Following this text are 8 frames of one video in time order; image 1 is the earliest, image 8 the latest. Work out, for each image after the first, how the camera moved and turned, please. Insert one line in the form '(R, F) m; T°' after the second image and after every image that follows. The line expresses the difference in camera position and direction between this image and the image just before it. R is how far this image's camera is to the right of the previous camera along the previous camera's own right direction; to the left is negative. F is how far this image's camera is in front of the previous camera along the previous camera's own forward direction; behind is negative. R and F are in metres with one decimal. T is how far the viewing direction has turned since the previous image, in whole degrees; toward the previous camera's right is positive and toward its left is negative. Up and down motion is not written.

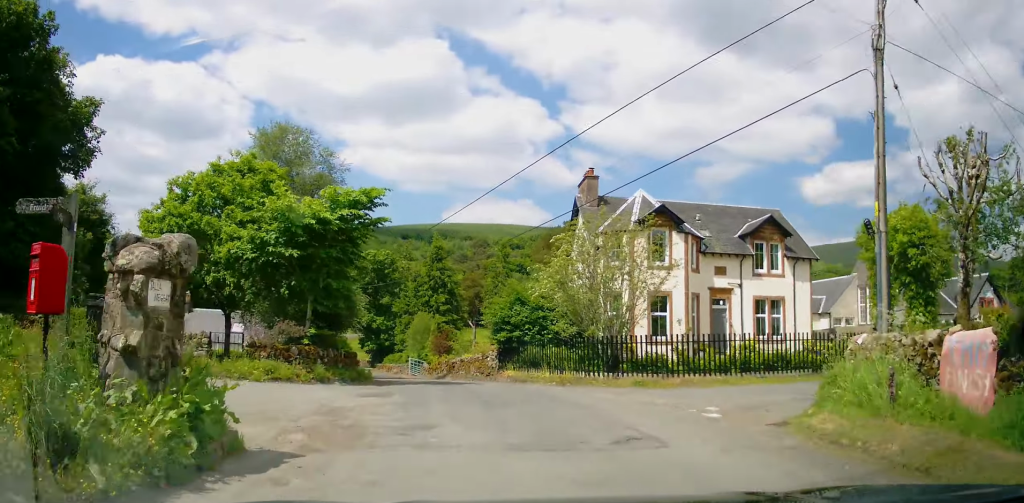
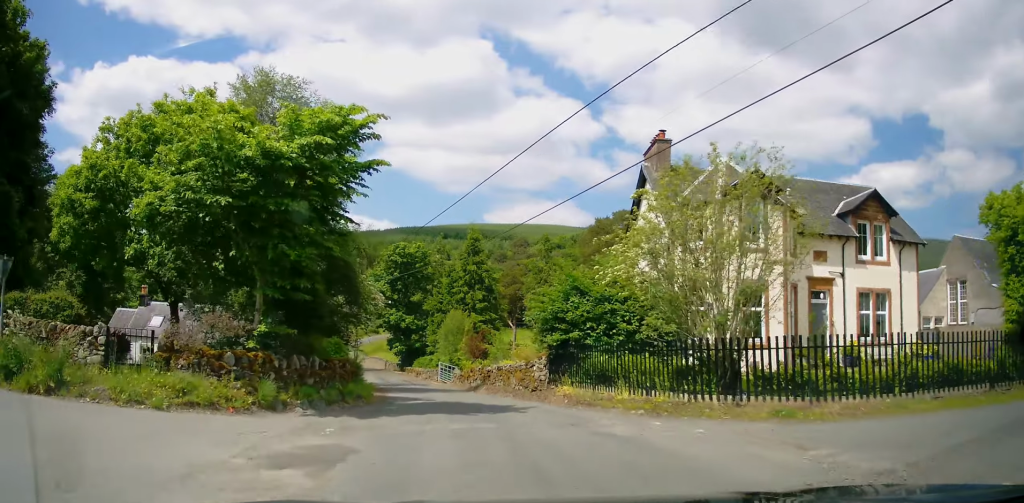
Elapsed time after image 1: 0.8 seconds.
(-0.4, +6.7) m; -4°
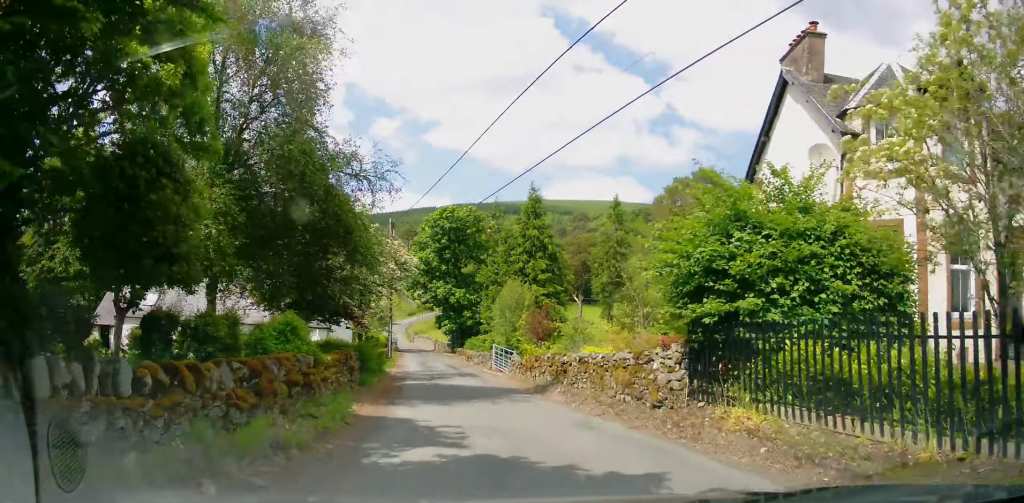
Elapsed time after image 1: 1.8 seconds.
(-0.3, +8.9) m; -3°
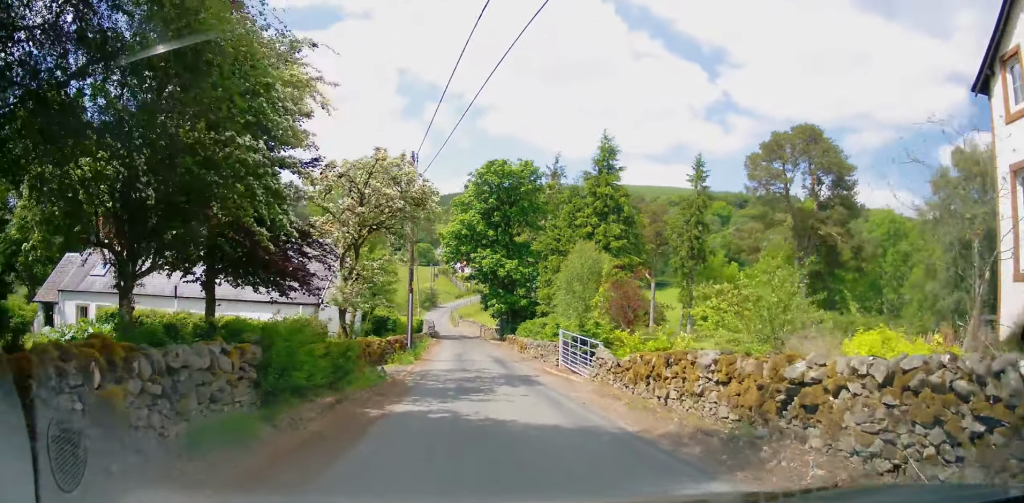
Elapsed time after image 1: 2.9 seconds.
(-0.4, +10.6) m; -4°
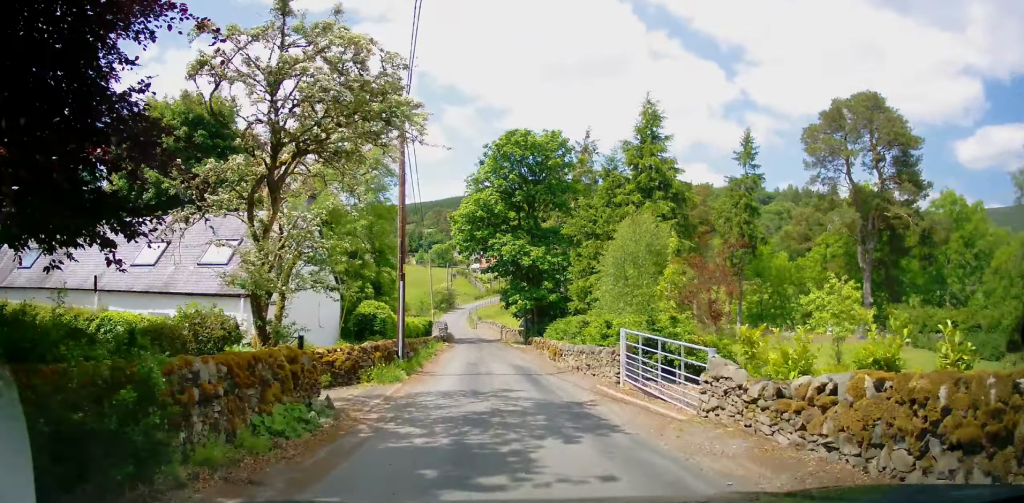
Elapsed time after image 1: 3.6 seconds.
(-0.2, +6.9) m; -2°
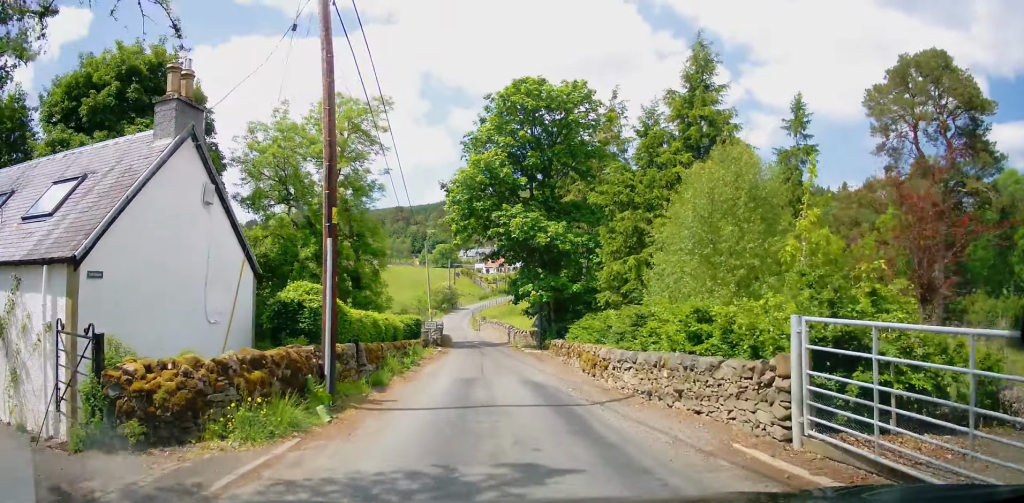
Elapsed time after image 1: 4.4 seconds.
(-0.1, +7.7) m; -2°
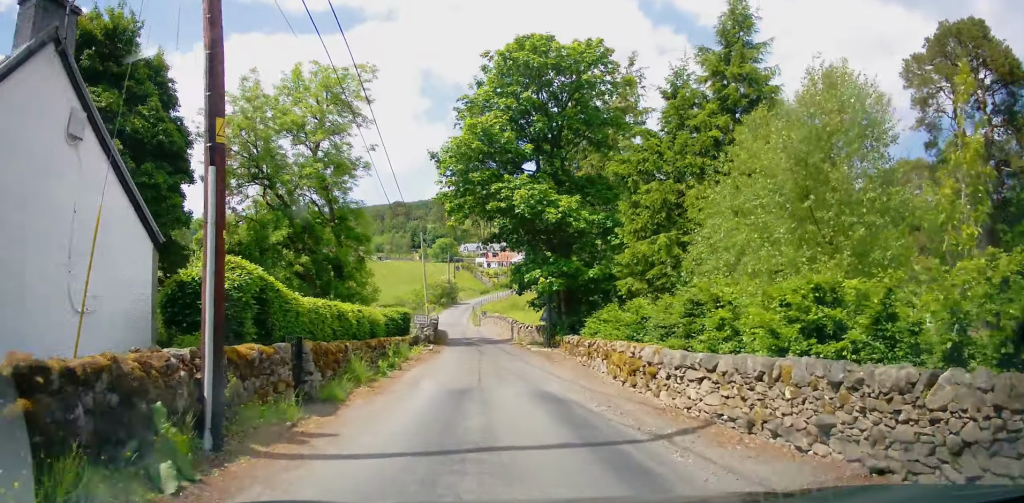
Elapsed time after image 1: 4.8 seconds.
(0.0, +4.1) m; -1°
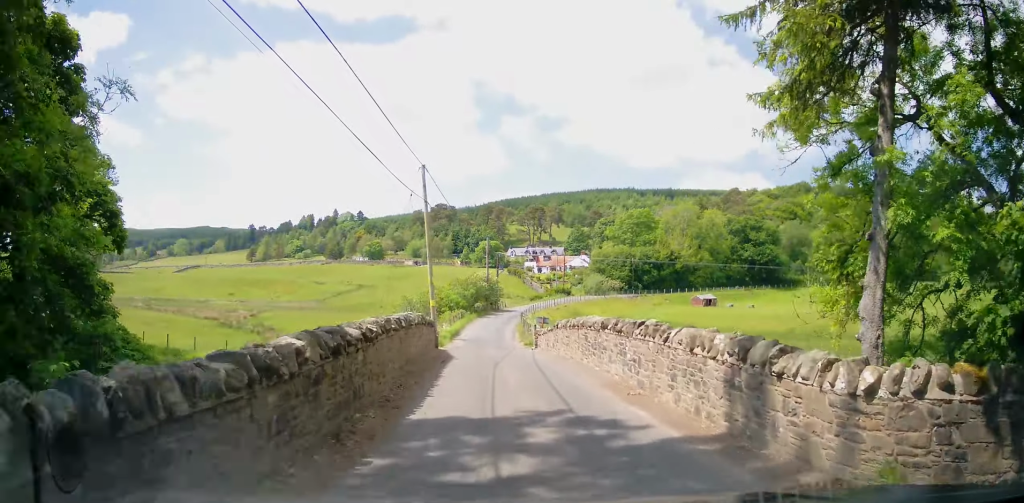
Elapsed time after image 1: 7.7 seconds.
(-1.2, +26.5) m; -4°
